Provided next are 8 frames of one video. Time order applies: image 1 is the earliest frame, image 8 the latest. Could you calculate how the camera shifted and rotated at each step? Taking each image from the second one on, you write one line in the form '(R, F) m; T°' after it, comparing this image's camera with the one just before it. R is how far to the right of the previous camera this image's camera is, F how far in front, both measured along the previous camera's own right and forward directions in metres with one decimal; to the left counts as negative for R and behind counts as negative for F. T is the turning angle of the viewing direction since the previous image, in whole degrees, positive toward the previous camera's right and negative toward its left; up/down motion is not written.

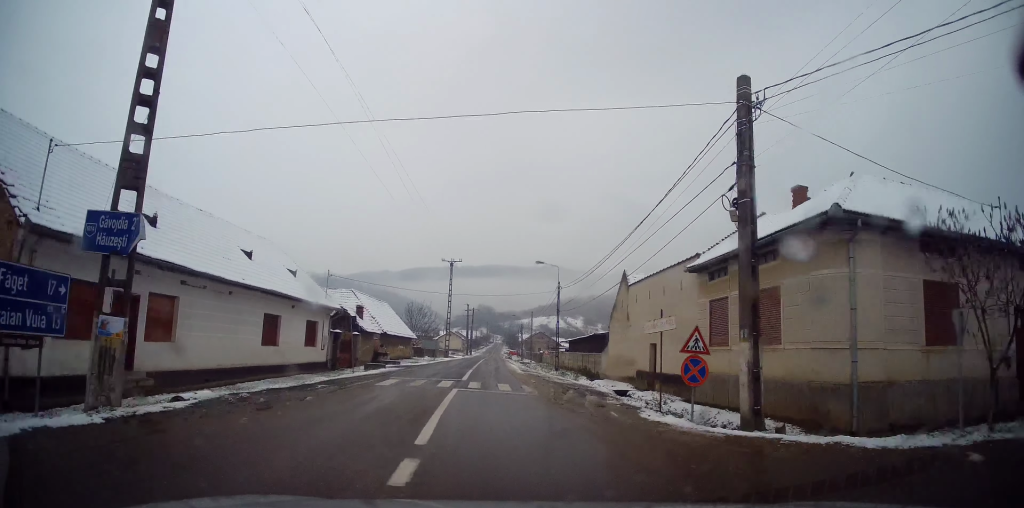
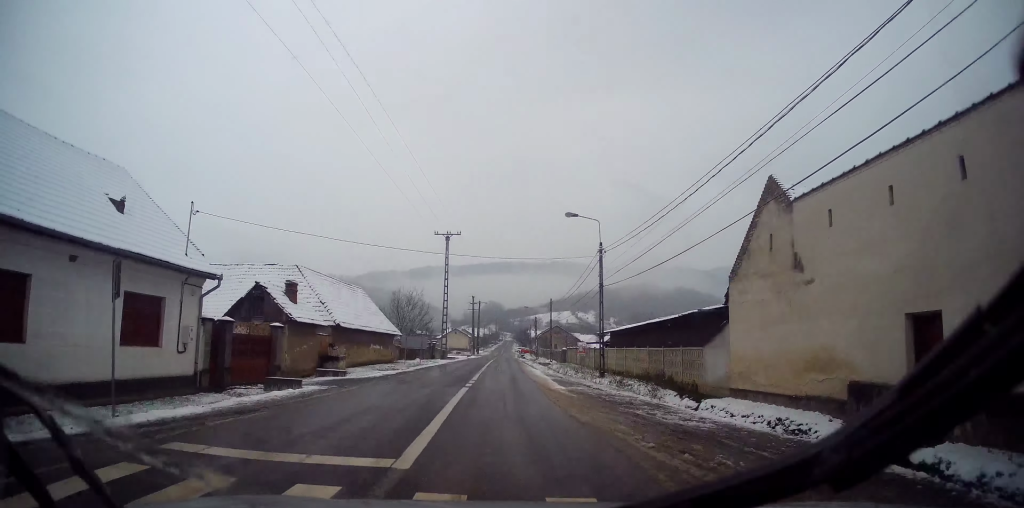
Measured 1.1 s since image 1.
(-0.6, +15.6) m; -1°
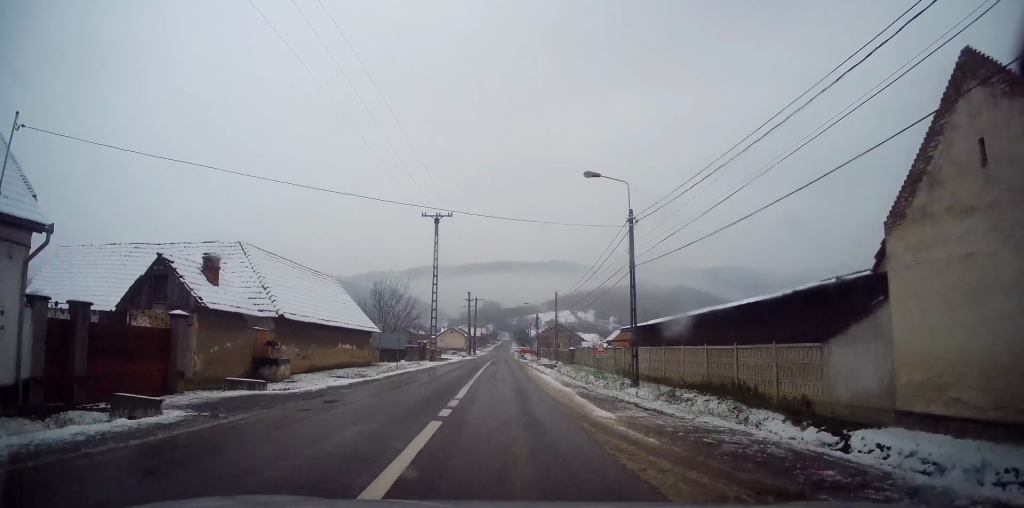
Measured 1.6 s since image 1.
(+0.2, +7.6) m; 0°
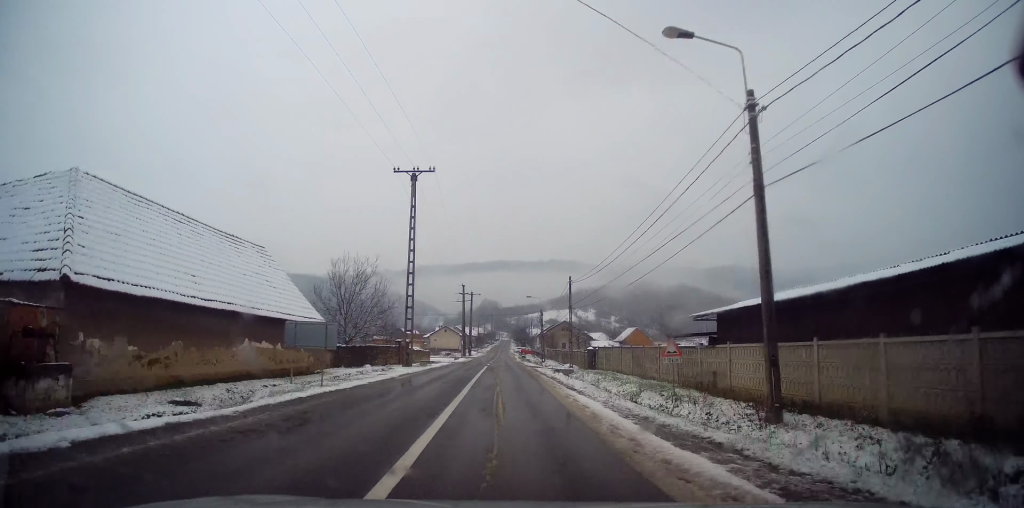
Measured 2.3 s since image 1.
(-0.1, +11.9) m; 0°
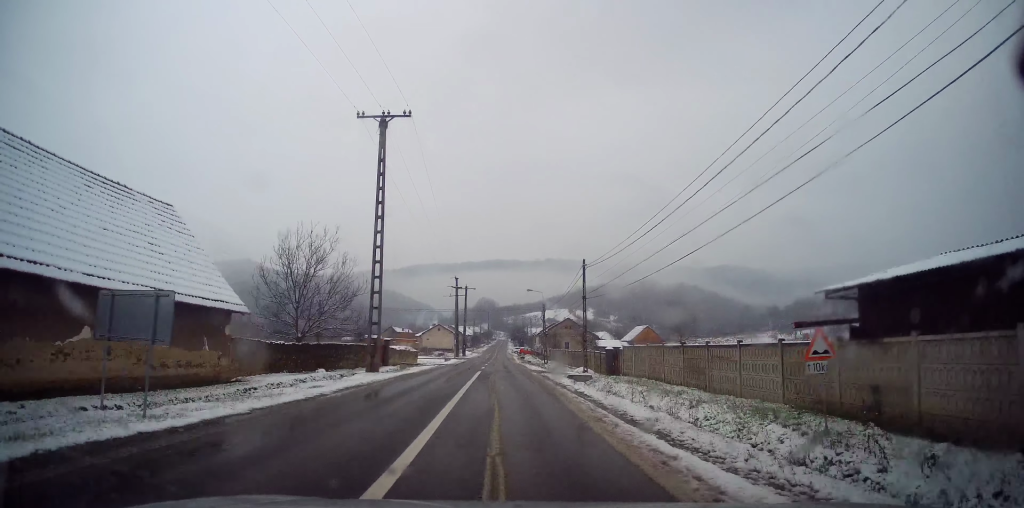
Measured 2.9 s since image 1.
(-0.3, +8.4) m; 0°
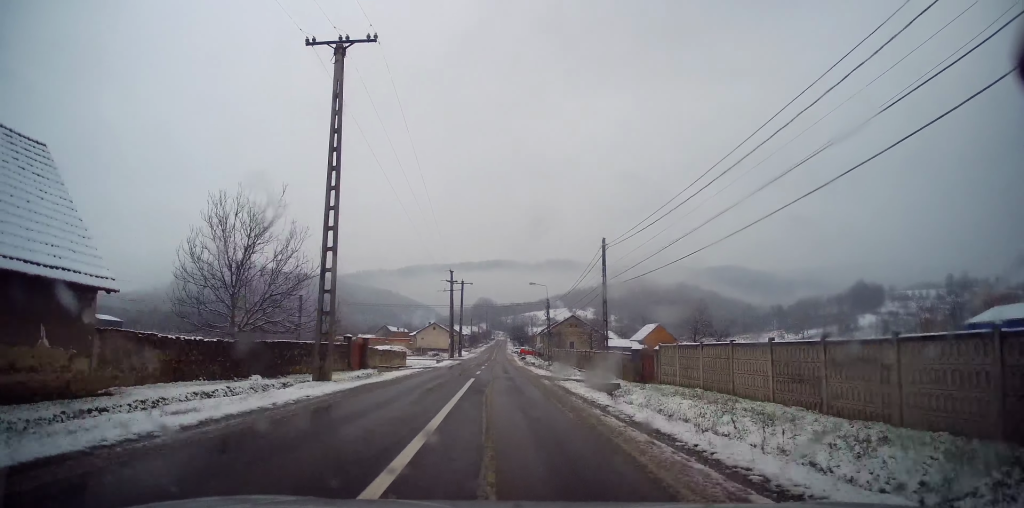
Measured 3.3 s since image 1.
(+0.2, +7.0) m; +1°
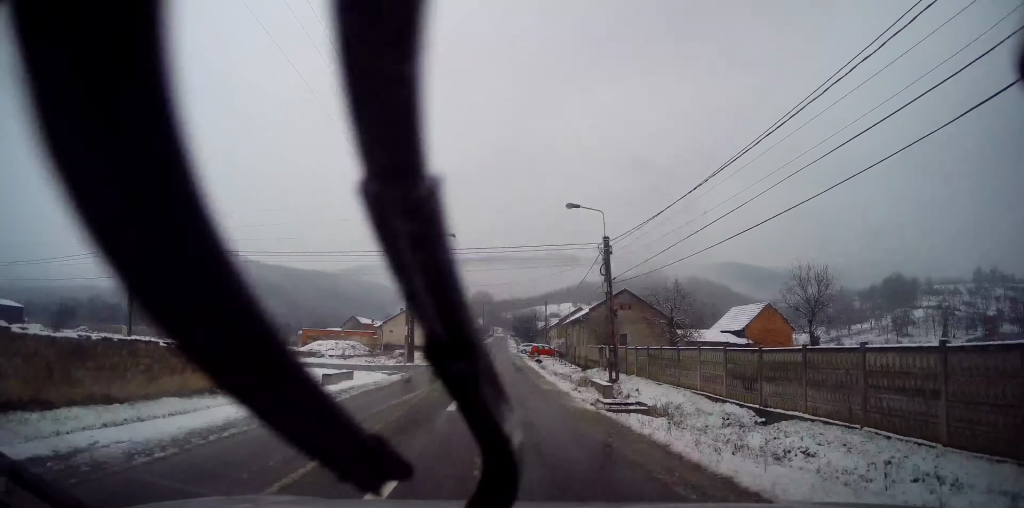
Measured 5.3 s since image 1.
(+0.4, +34.1) m; 0°
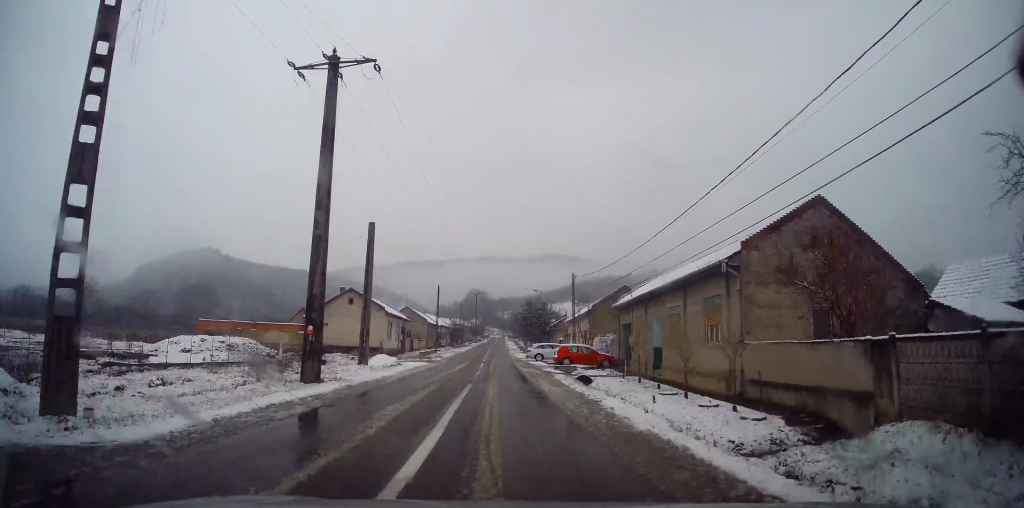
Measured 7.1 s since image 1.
(+0.2, +30.7) m; +2°
